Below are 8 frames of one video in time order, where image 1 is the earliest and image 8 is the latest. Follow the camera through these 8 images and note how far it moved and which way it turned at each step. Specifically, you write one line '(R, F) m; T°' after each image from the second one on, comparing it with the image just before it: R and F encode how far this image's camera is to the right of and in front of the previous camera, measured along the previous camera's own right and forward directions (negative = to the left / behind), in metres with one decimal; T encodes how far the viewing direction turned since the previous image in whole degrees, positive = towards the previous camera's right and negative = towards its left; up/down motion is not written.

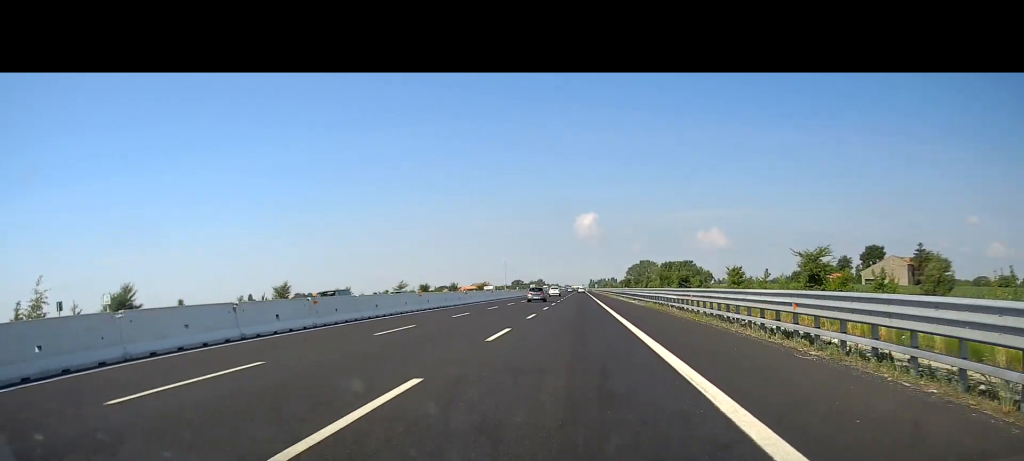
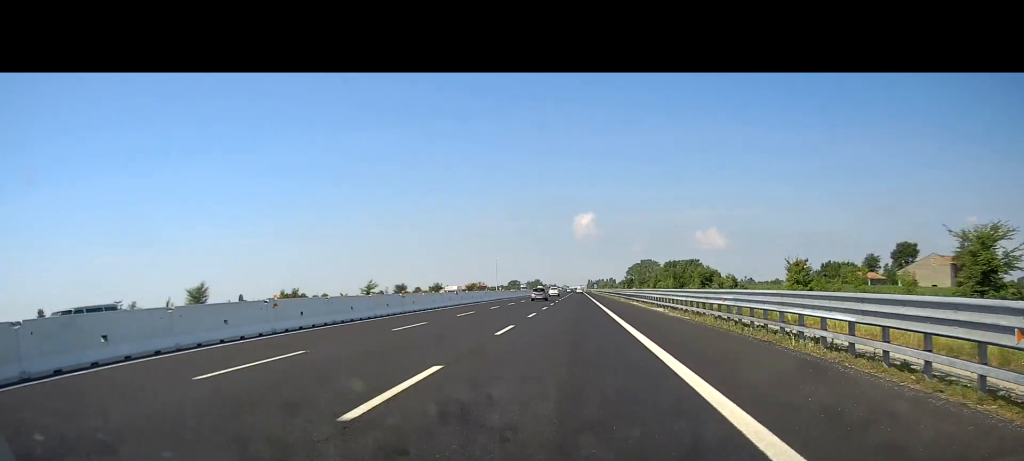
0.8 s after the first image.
(0.0, +21.0) m; 0°
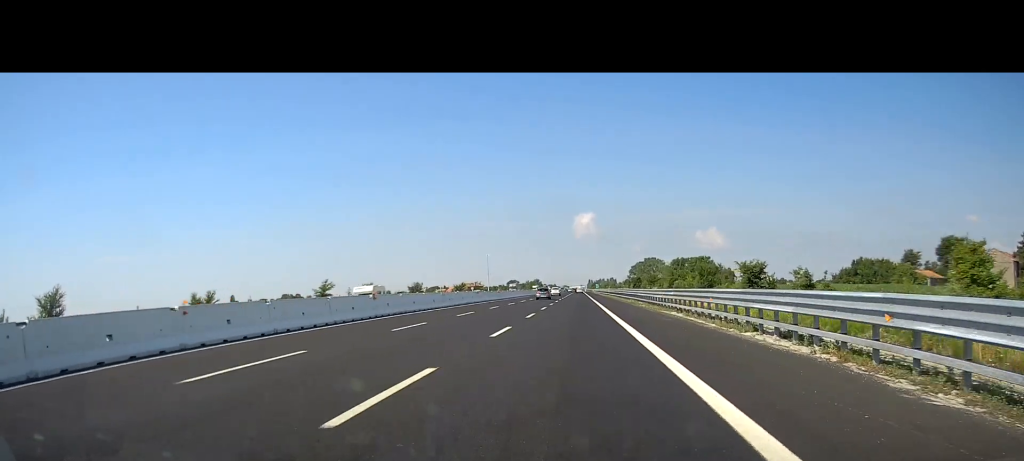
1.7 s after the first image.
(0.0, +23.7) m; 0°
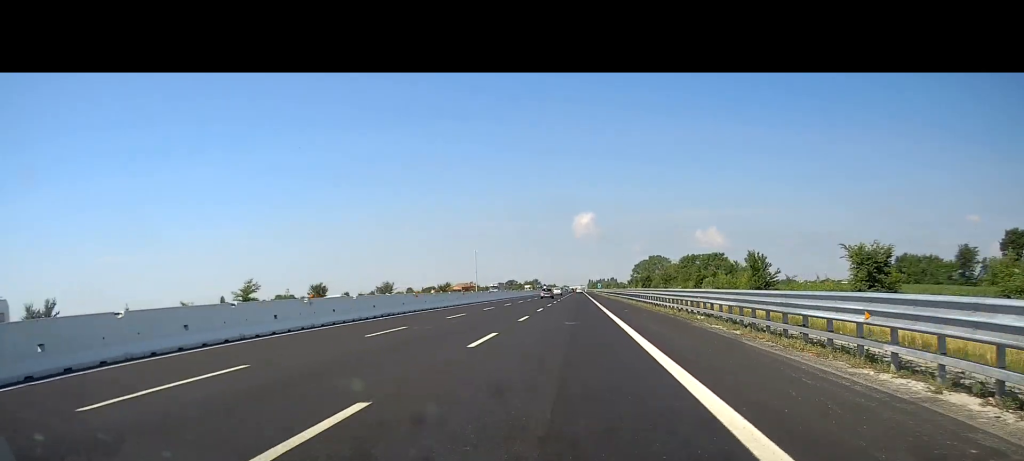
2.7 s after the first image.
(0.0, +26.3) m; 0°
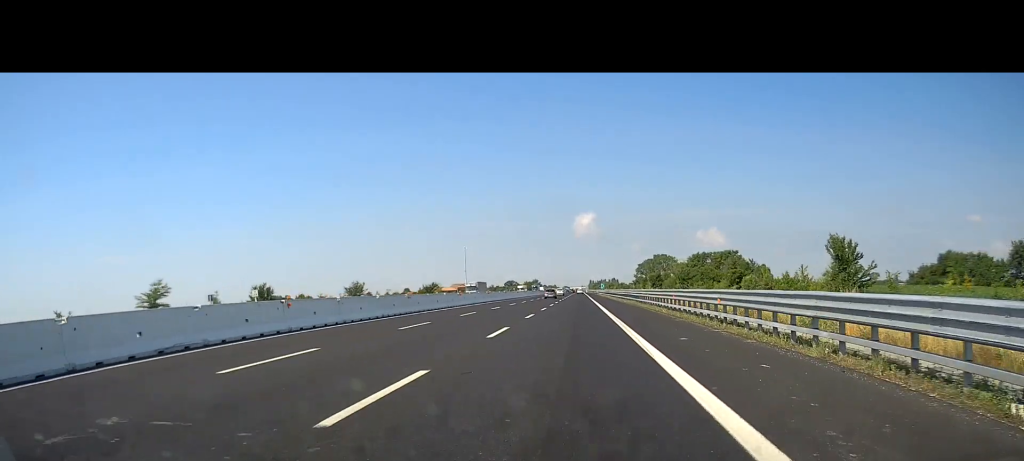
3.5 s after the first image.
(0.0, +20.1) m; 0°
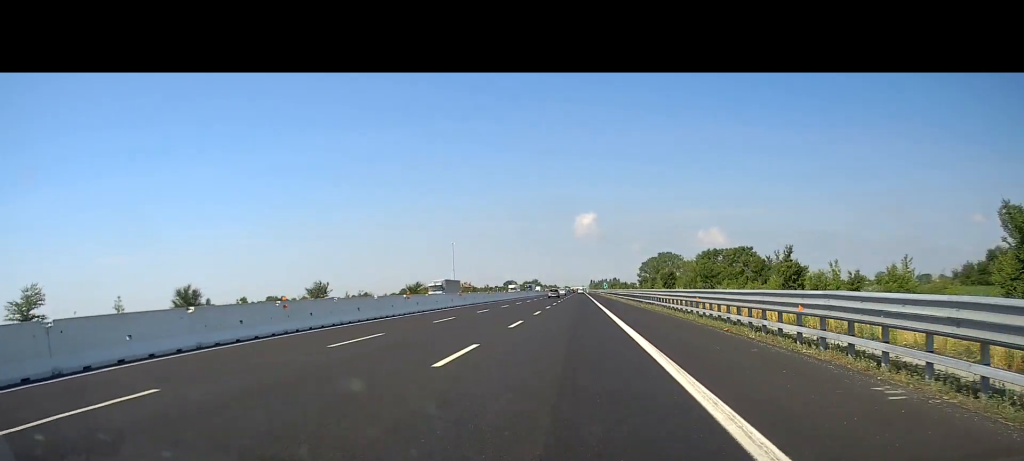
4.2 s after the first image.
(0.0, +18.2) m; 0°
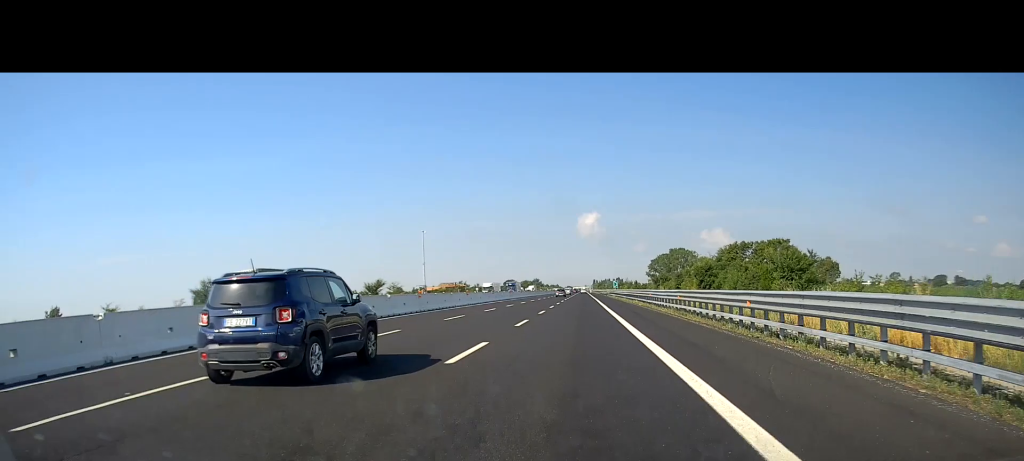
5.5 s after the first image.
(0.0, +33.9) m; -1°
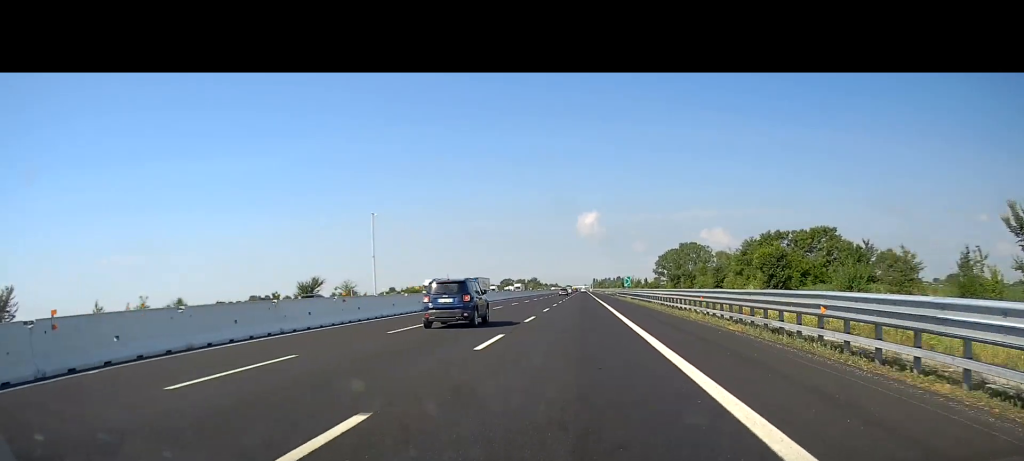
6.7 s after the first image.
(-0.2, +32.2) m; 0°
